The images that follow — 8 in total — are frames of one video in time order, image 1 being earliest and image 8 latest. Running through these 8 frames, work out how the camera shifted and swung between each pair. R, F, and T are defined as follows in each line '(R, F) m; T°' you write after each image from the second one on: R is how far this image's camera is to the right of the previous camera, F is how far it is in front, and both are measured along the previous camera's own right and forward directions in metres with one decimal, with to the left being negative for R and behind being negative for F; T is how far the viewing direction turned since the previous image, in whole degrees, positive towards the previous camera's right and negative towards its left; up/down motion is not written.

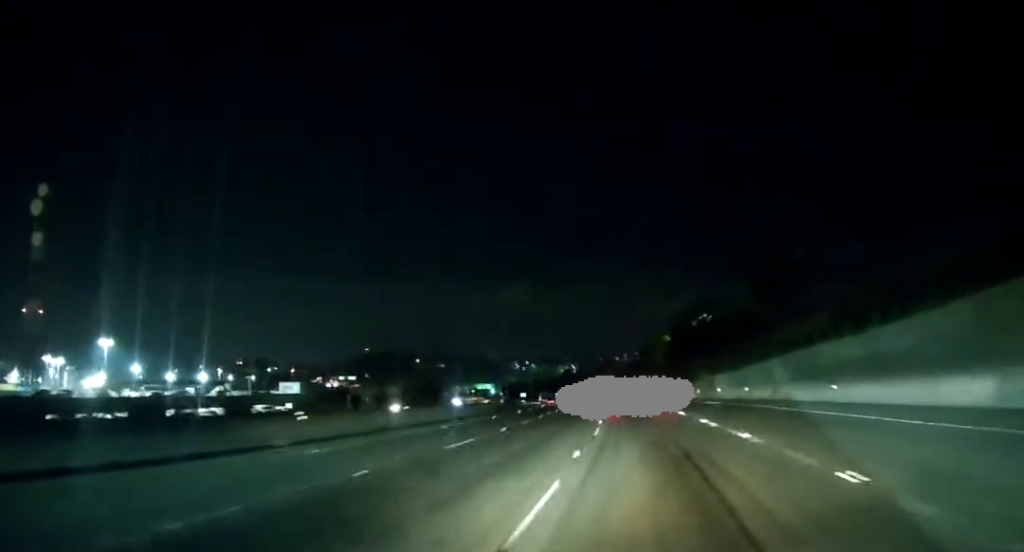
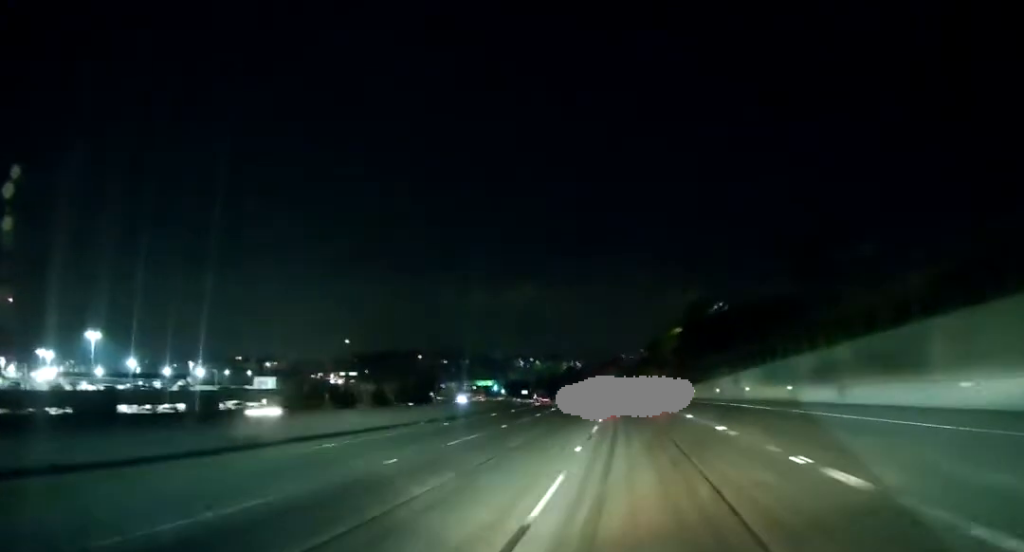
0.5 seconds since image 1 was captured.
(0.0, +14.2) m; 0°
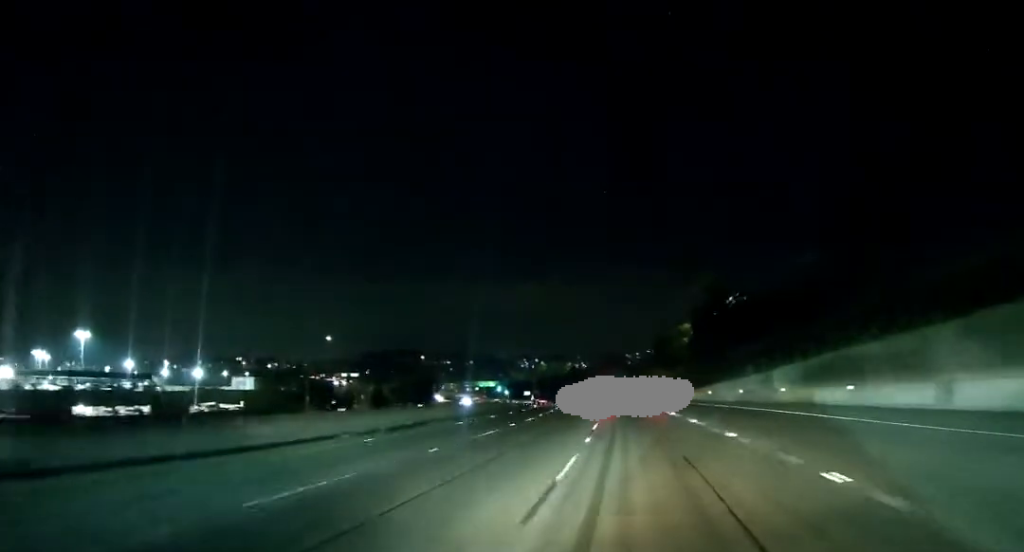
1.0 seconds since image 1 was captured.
(0.0, +12.3) m; -1°
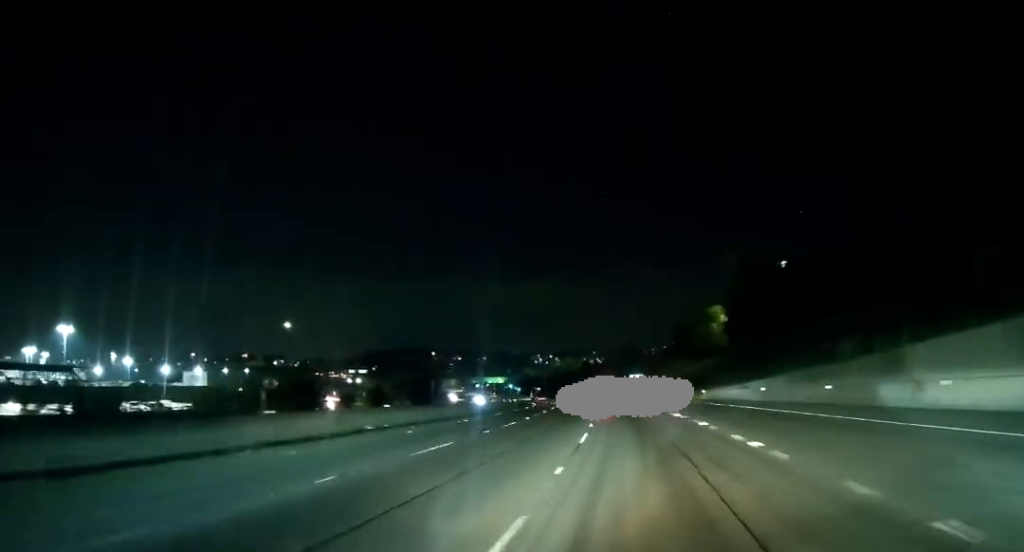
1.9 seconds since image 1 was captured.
(-0.4, +22.5) m; -2°
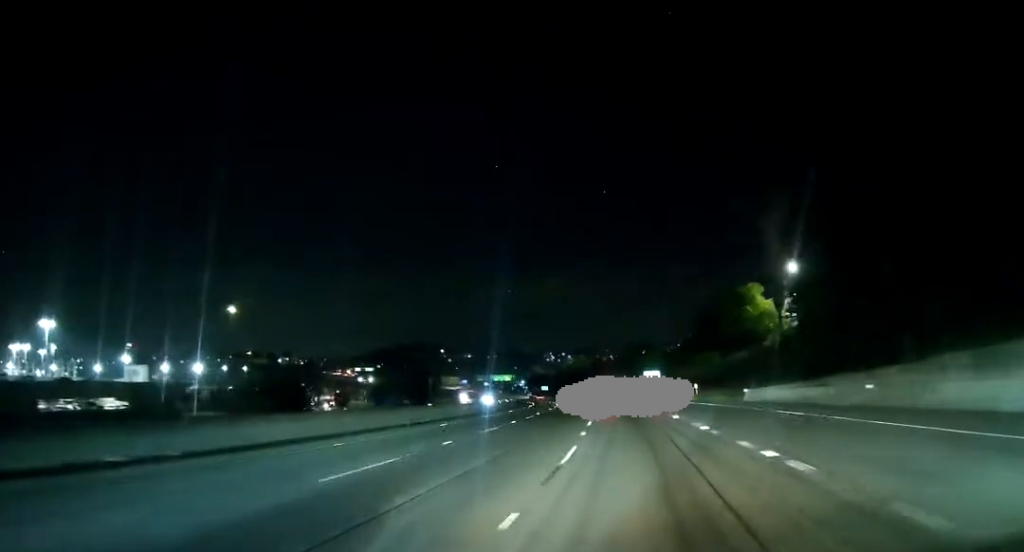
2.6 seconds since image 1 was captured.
(-0.4, +19.7) m; -2°
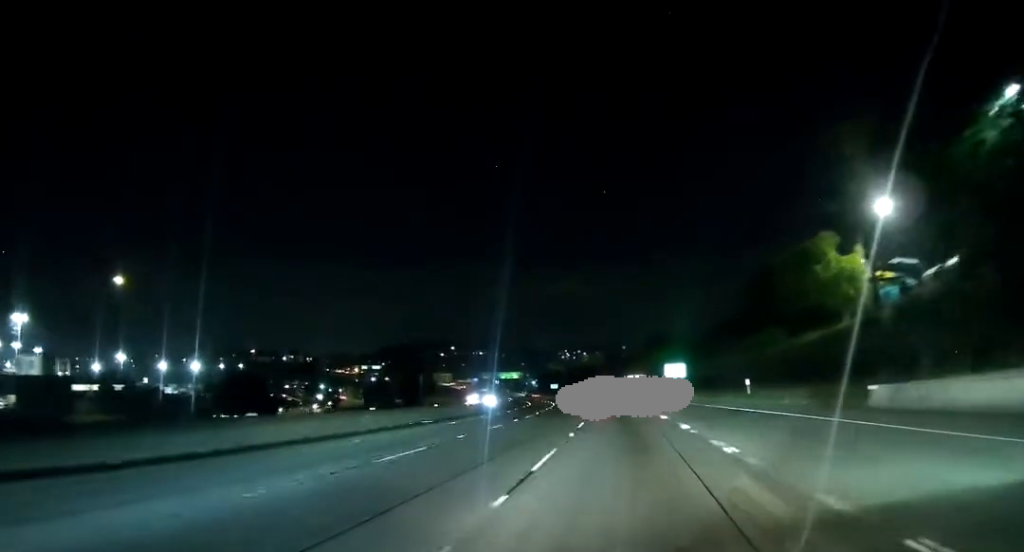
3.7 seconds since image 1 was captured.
(-0.4, +26.4) m; -1°
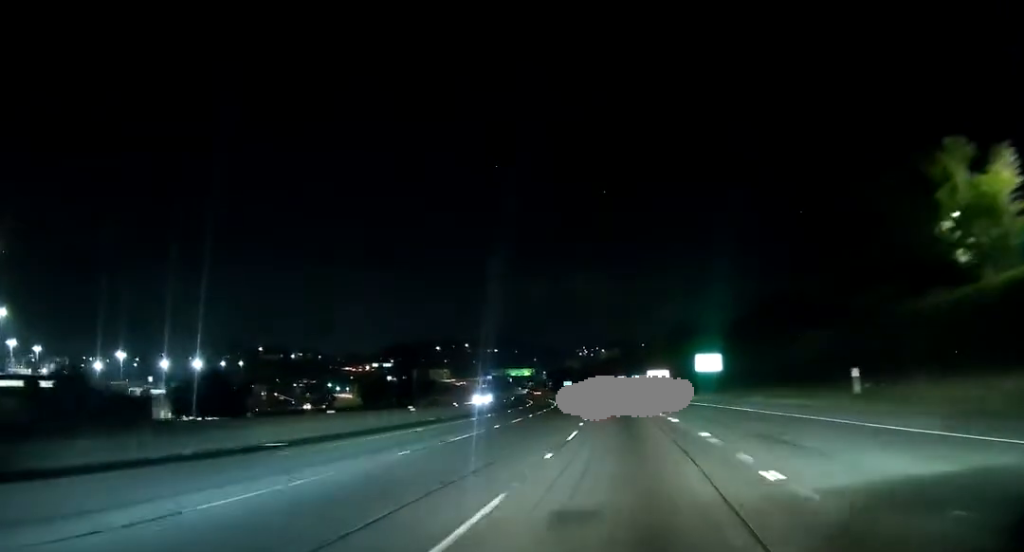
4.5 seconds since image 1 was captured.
(+0.3, +22.2) m; -1°
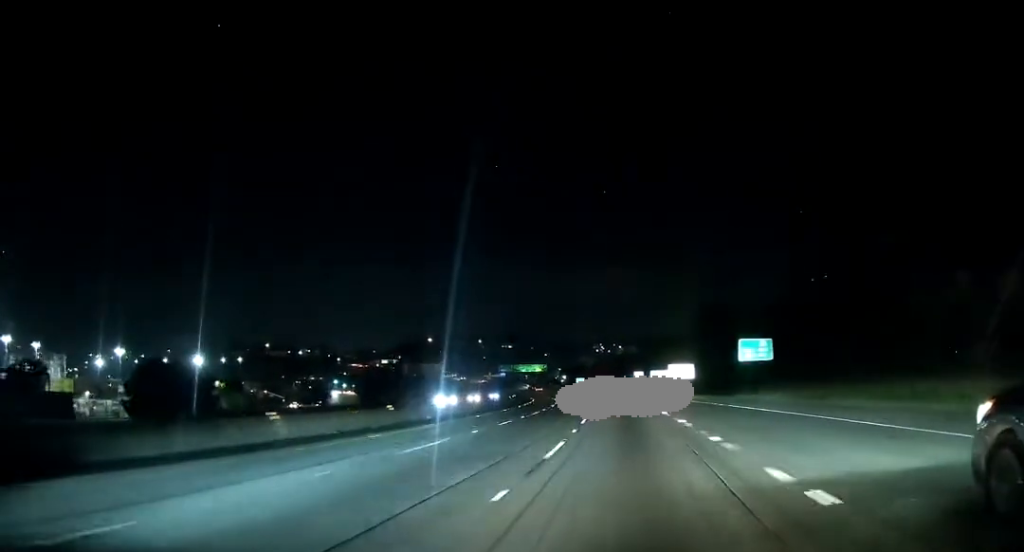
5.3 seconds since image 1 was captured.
(-0.5, +20.6) m; -3°
